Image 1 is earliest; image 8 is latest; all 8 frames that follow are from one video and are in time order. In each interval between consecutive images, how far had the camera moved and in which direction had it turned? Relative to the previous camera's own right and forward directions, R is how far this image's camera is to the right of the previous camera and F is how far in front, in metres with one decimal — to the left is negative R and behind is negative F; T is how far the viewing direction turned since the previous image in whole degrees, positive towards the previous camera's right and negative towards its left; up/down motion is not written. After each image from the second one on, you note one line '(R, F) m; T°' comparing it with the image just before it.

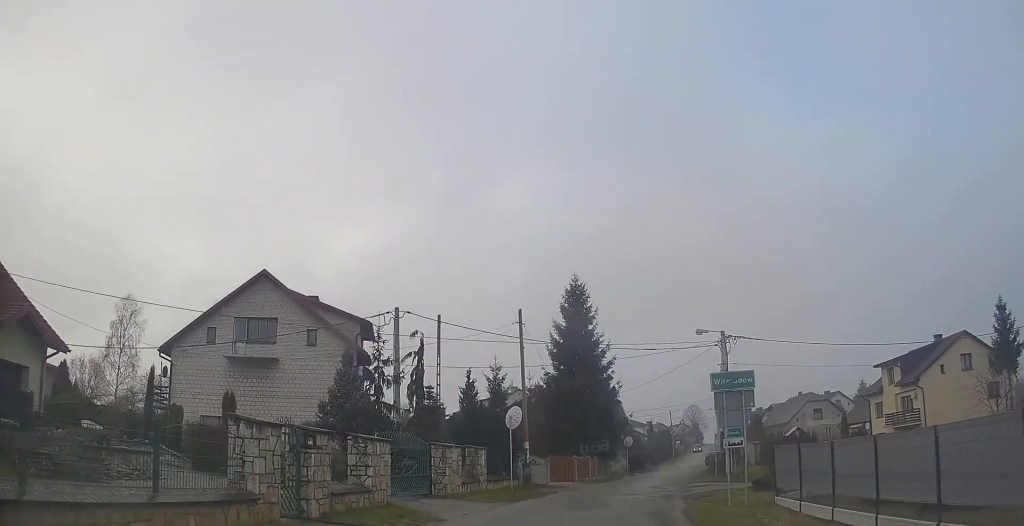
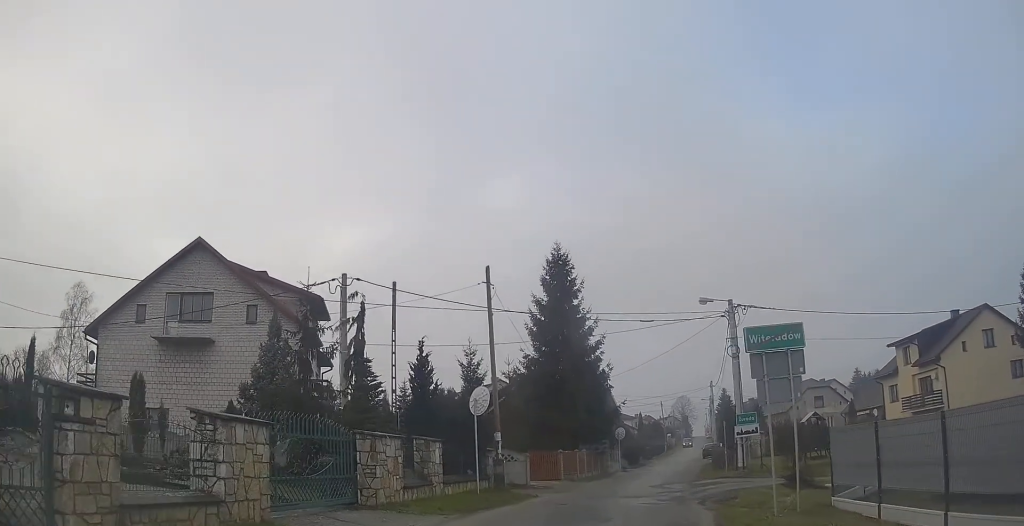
(0.0, +5.8) m; 0°
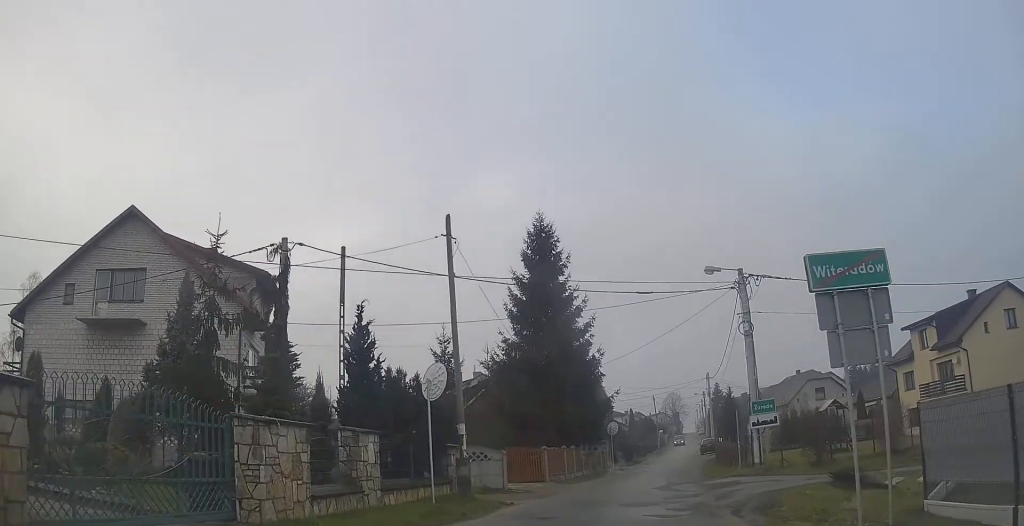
(0.0, +5.0) m; 0°
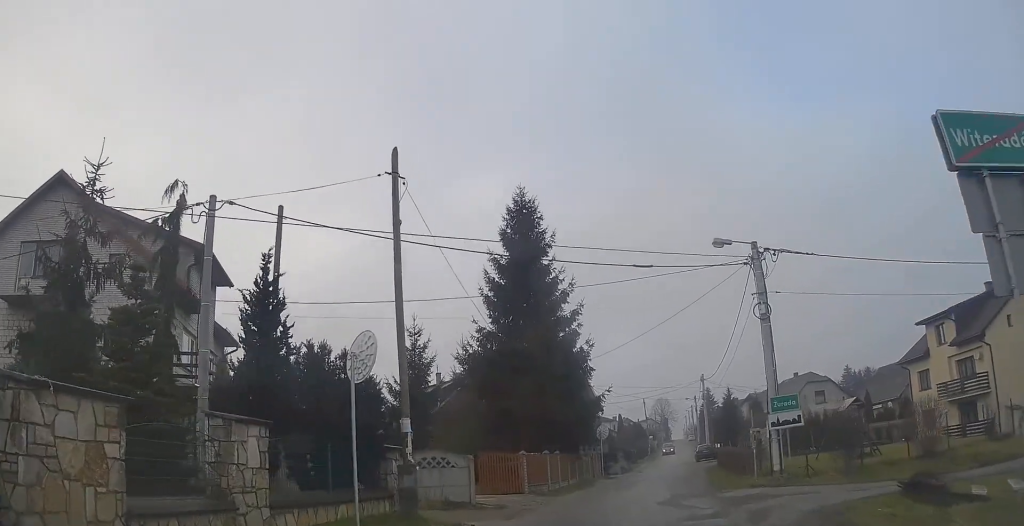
(0.0, +4.5) m; +1°
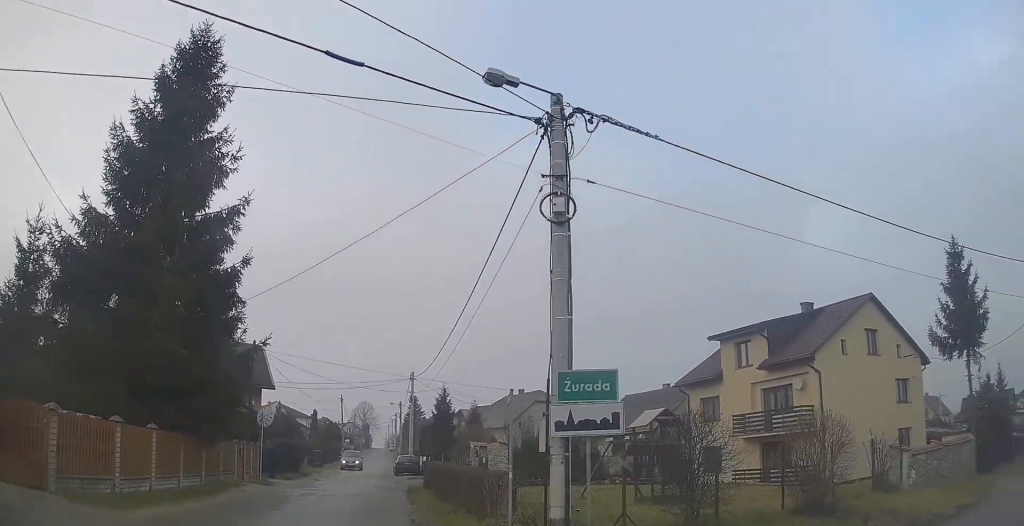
(+1.5, +12.8) m; +26°
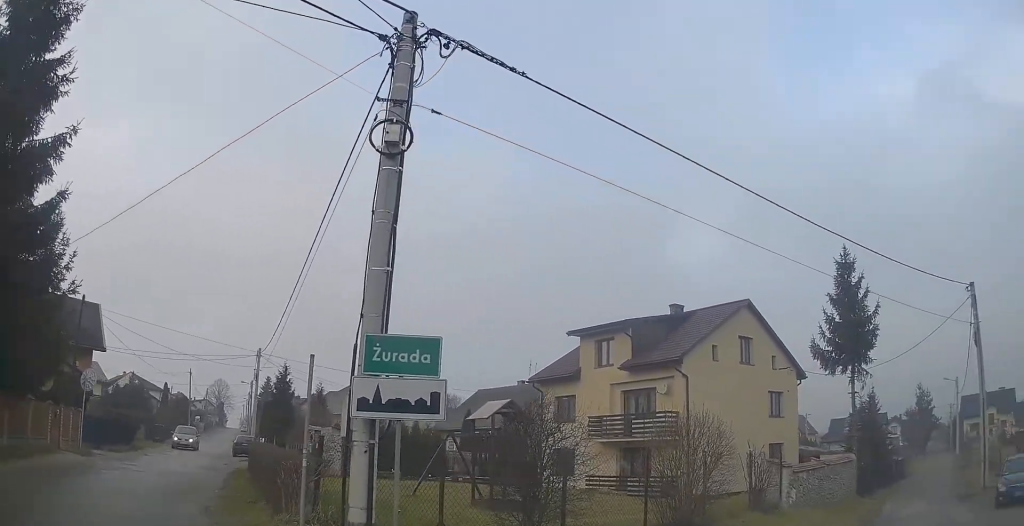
(+0.4, +2.5) m; +13°
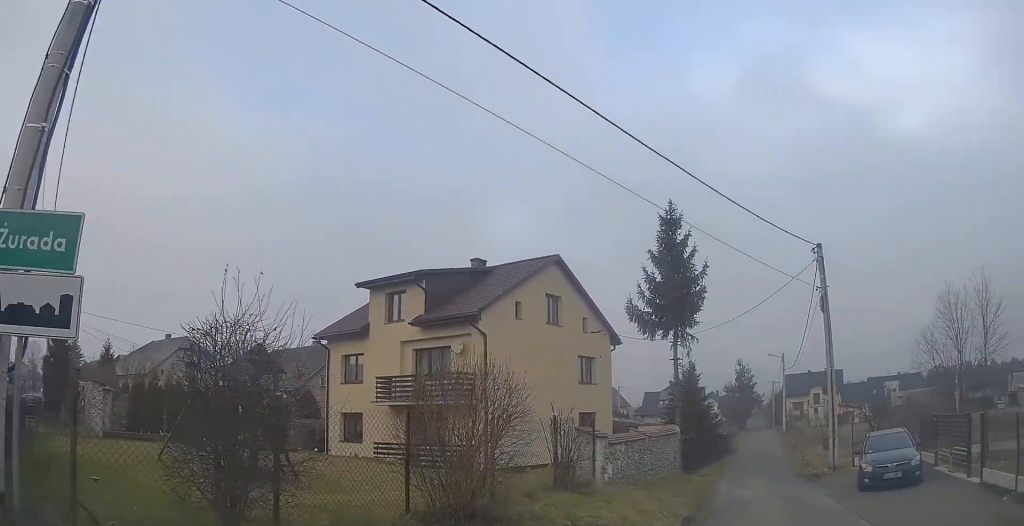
(+0.5, +3.3) m; +16°
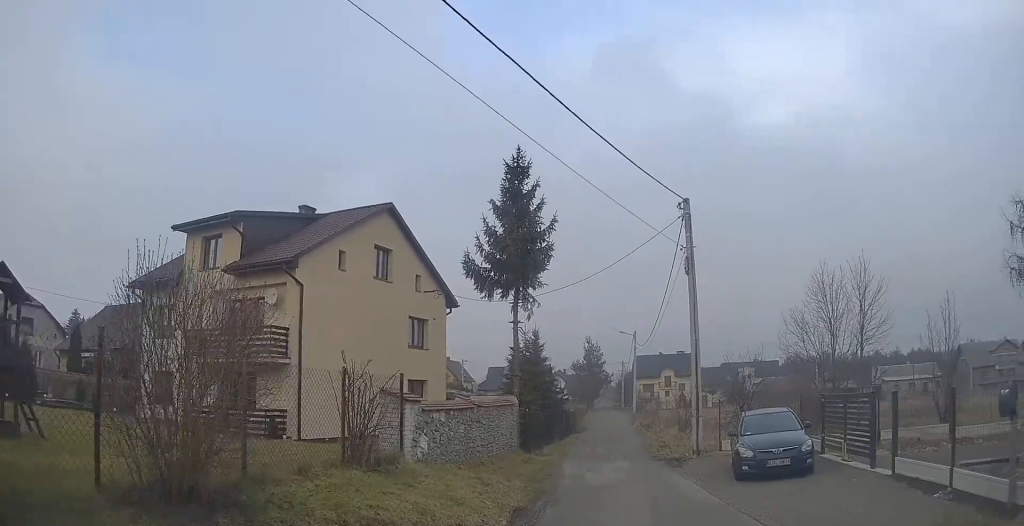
(+0.3, +3.0) m; +12°
